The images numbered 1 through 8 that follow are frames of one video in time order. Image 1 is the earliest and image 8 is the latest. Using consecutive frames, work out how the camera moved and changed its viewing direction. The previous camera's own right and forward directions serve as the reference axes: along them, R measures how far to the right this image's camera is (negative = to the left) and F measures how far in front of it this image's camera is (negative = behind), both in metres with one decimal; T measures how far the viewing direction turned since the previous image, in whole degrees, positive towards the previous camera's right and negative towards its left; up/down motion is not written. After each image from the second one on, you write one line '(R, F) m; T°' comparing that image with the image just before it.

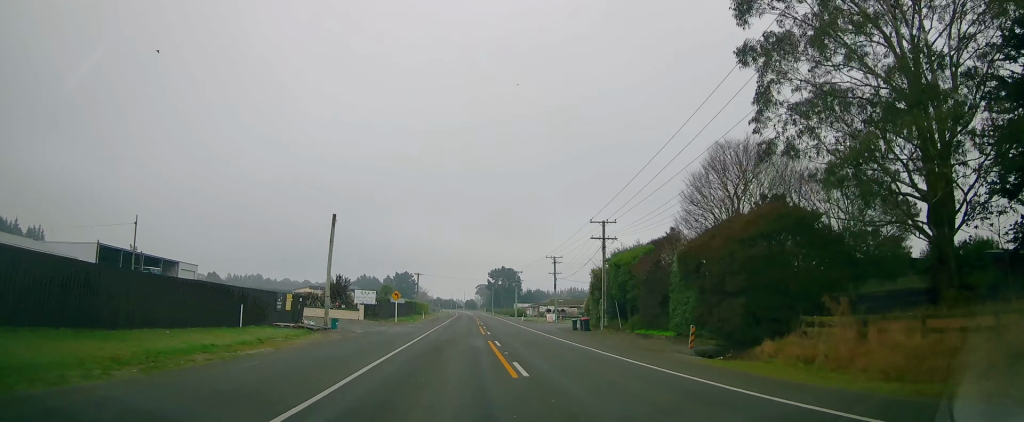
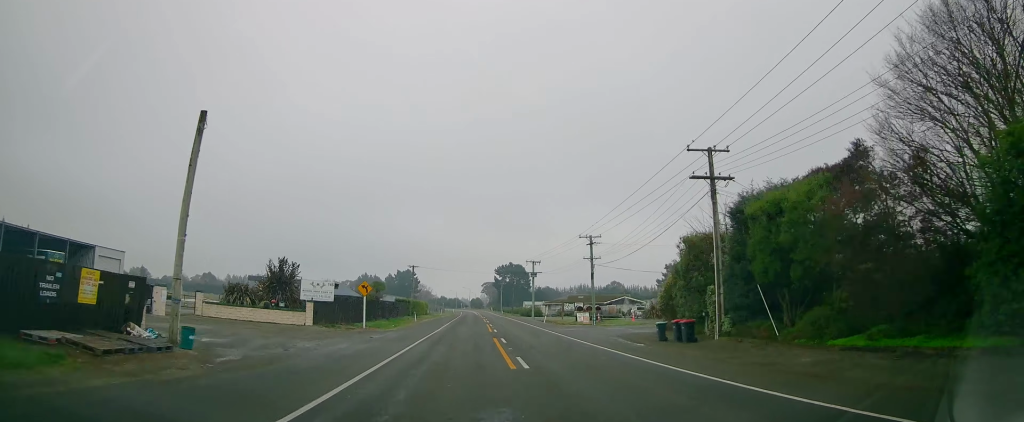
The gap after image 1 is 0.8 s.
(-0.6, +18.8) m; -1°
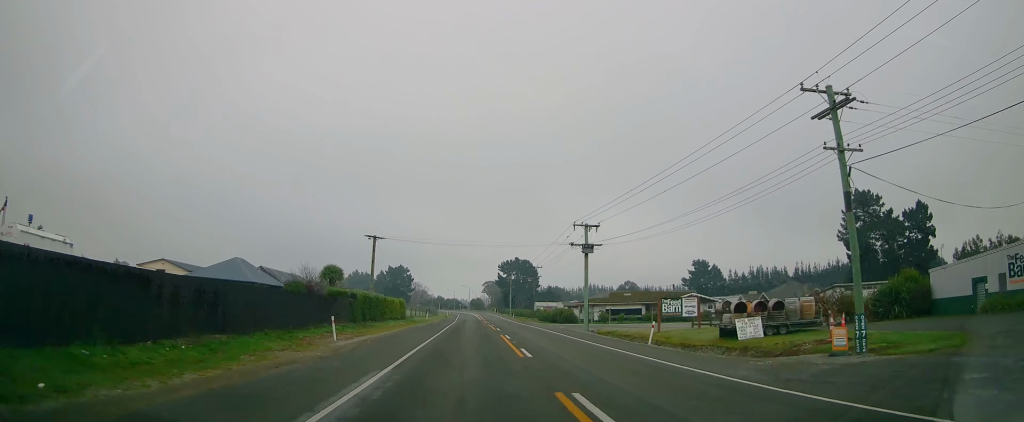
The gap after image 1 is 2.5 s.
(0.0, +36.9) m; 0°
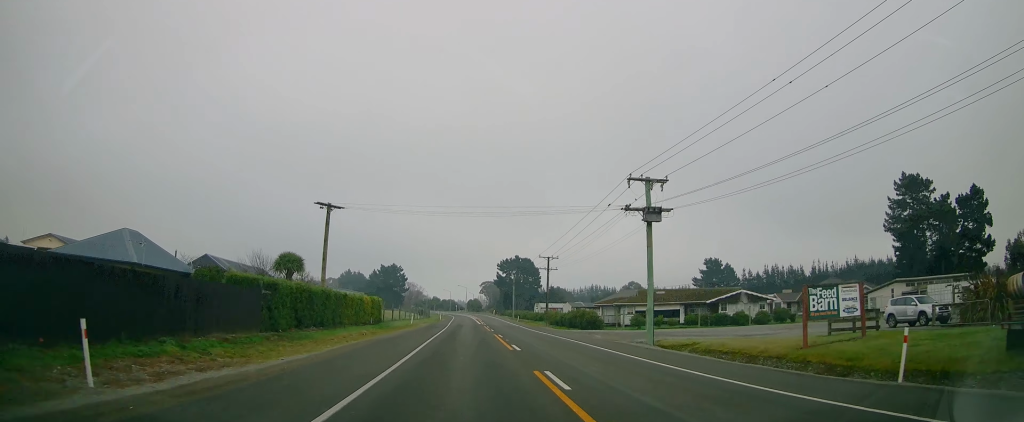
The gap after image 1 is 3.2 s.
(-0.1, +16.6) m; 0°
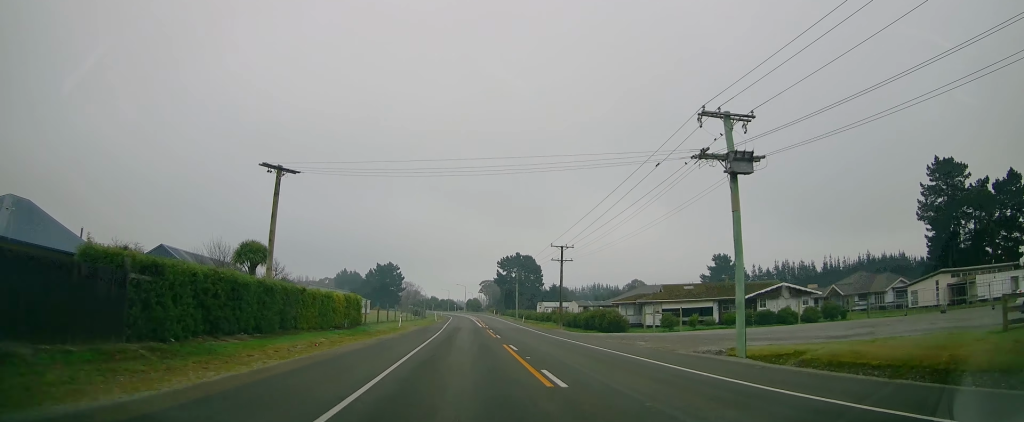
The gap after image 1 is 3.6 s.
(+0.1, +9.7) m; 0°
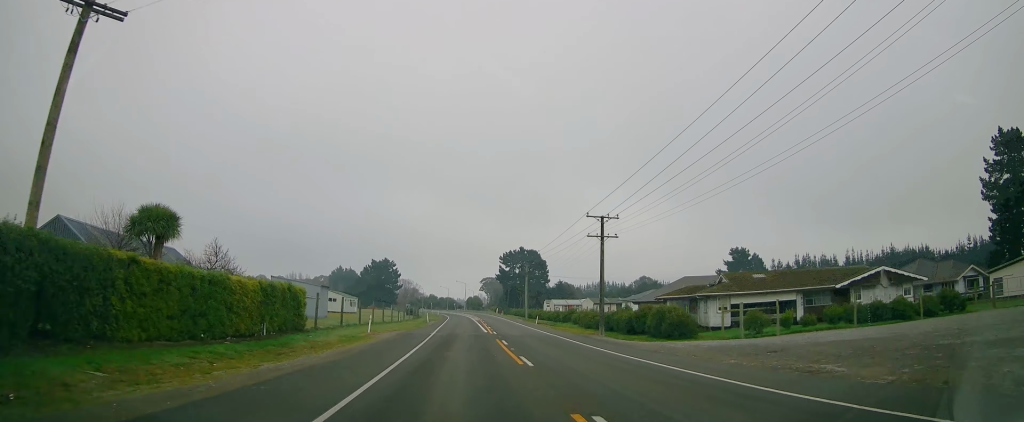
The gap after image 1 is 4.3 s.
(0.0, +15.7) m; 0°
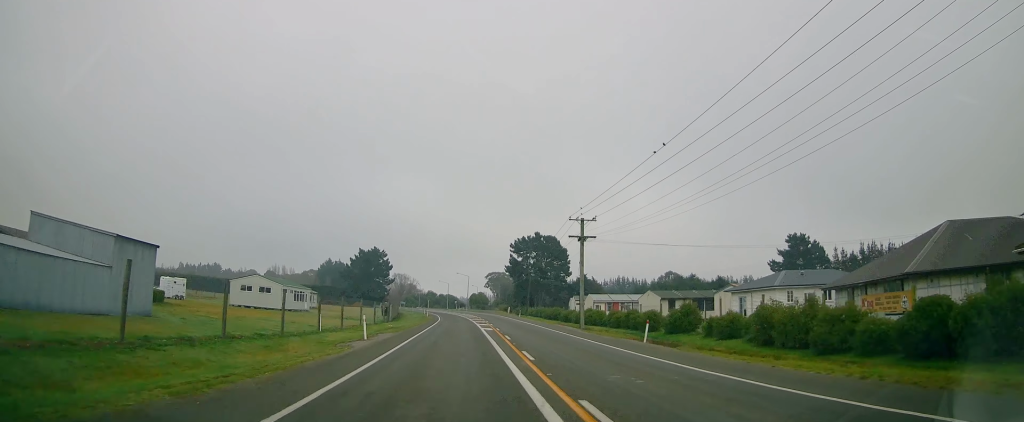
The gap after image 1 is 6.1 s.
(+0.1, +38.6) m; 0°
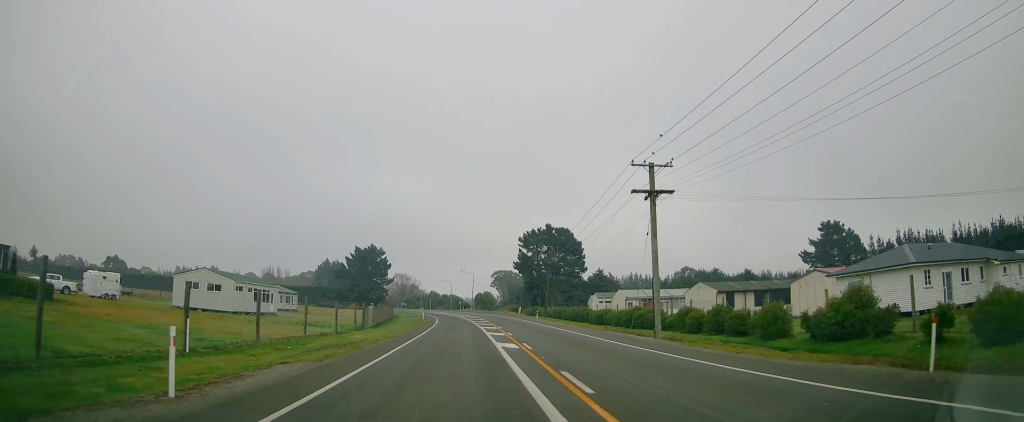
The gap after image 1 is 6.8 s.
(0.0, +16.2) m; 0°
